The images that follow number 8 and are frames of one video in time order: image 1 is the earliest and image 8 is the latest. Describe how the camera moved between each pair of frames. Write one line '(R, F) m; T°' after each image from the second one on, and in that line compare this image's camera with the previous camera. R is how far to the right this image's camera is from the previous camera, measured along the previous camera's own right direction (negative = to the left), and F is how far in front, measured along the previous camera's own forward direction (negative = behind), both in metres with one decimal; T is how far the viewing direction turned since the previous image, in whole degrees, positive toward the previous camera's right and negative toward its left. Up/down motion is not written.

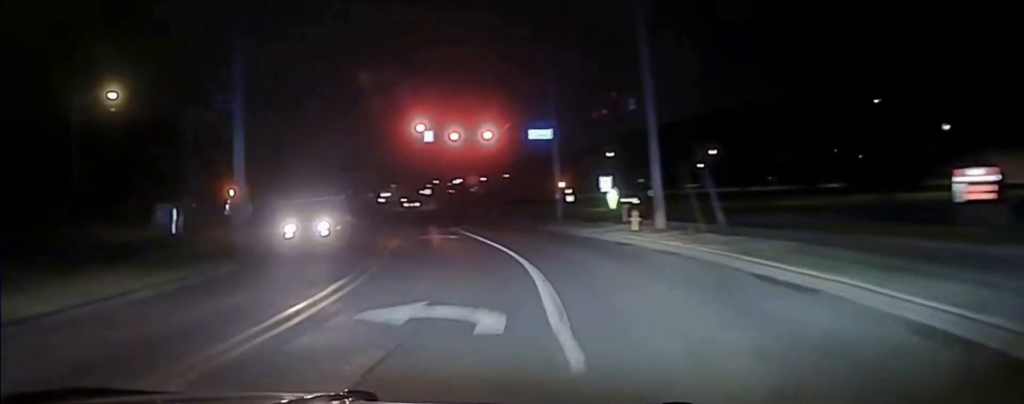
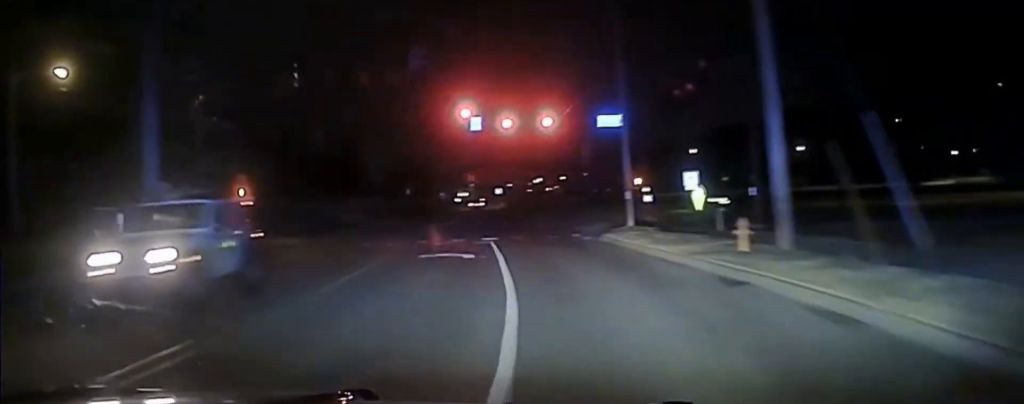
(-1.7, +11.6) m; -5°
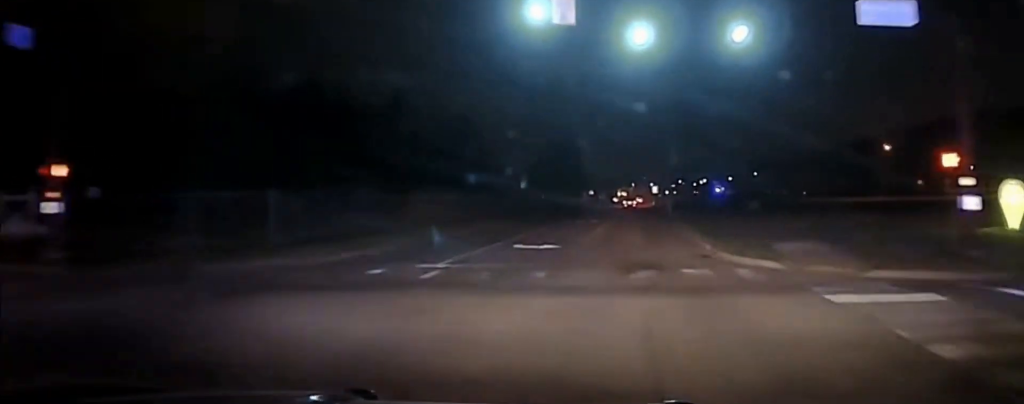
(-1.8, +33.2) m; -4°
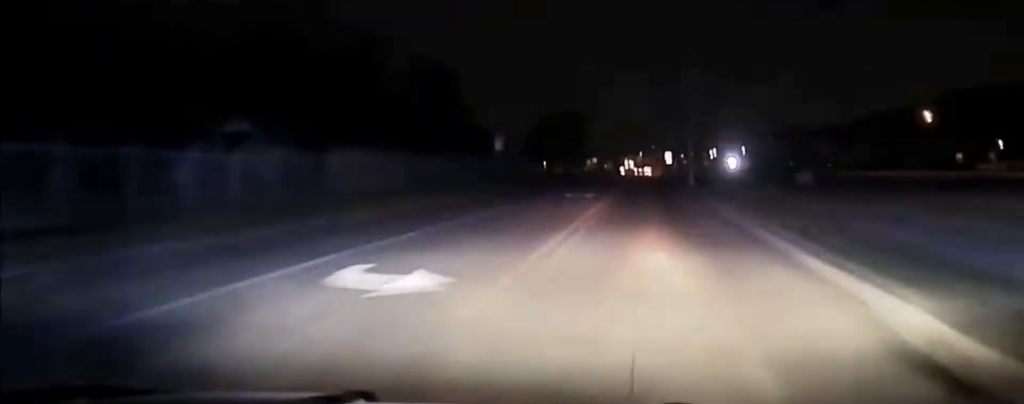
(0.0, +18.8) m; -4°
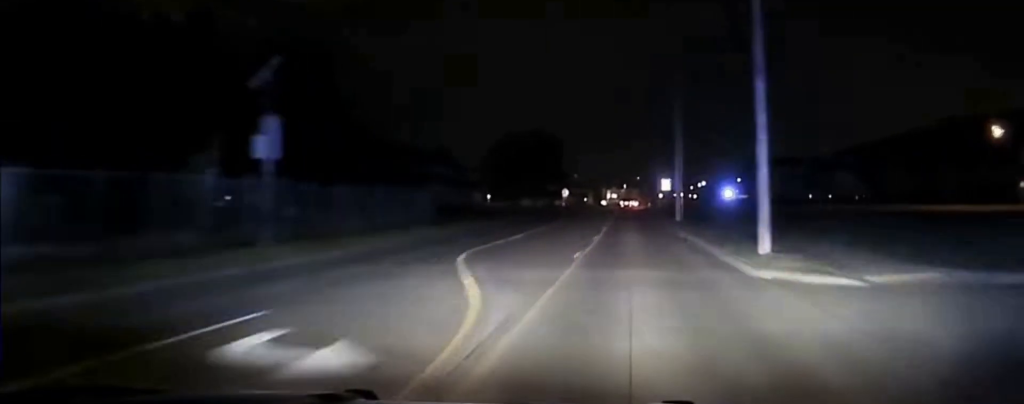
(-2.1, +35.8) m; -3°
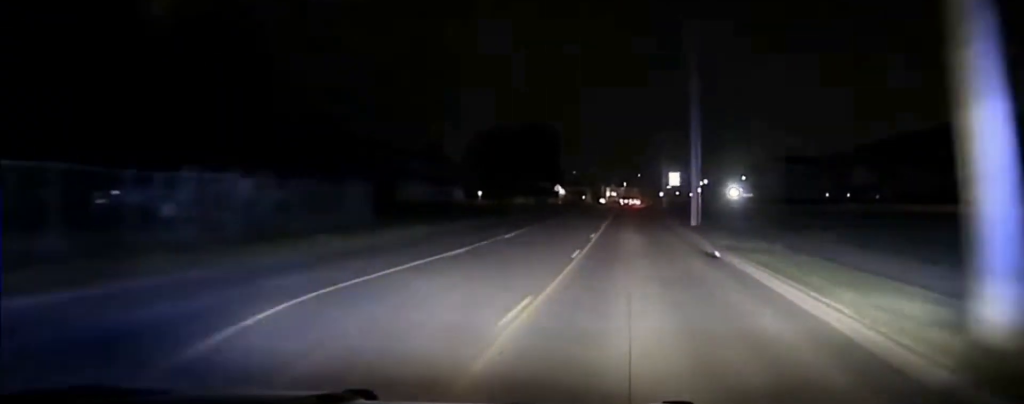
(+0.2, +13.5) m; 0°
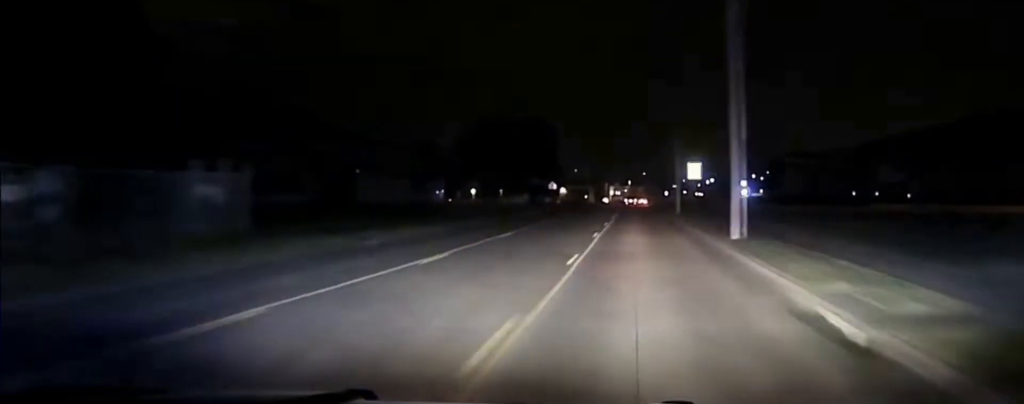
(+0.1, +13.3) m; 0°
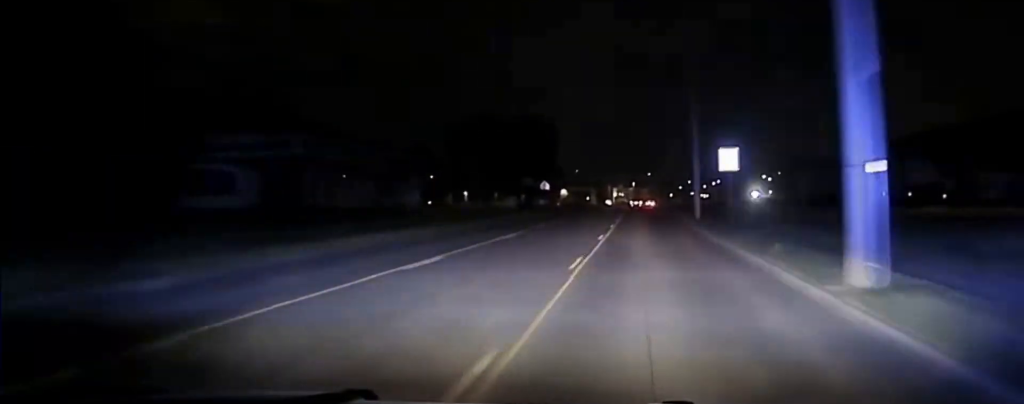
(0.0, +13.3) m; -1°
